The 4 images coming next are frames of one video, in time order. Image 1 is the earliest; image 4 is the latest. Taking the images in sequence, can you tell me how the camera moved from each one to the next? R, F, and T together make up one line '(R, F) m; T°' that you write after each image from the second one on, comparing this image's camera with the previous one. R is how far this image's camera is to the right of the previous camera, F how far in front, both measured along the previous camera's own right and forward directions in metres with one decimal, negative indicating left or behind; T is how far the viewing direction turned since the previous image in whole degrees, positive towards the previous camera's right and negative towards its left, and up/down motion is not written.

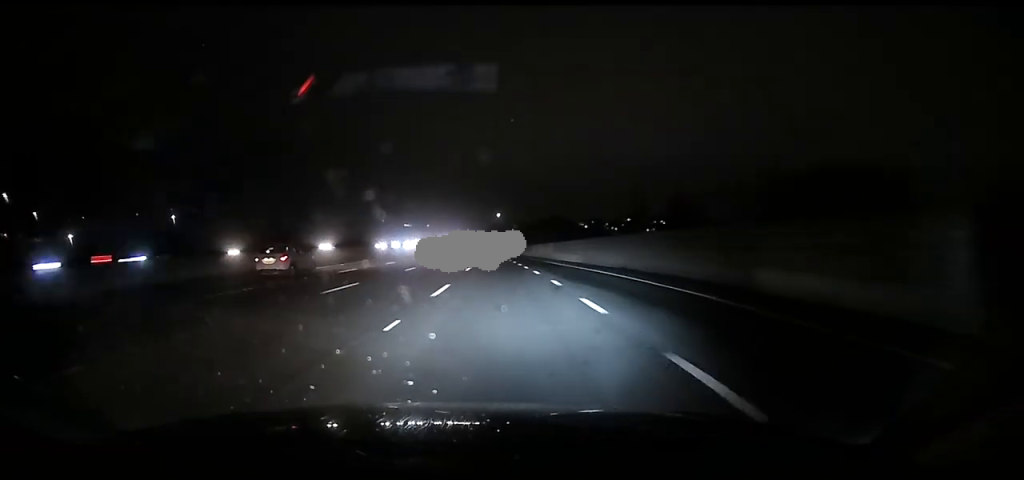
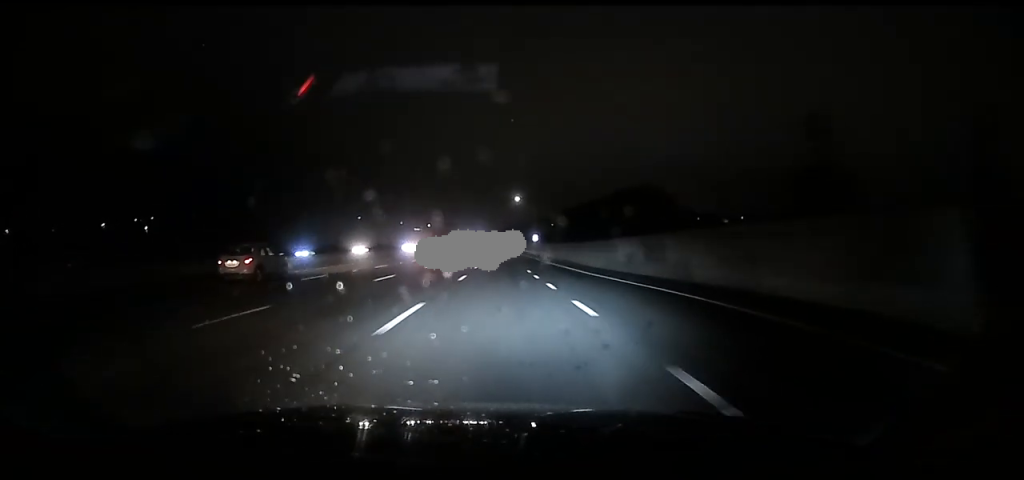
(-1.3, +66.6) m; -2°
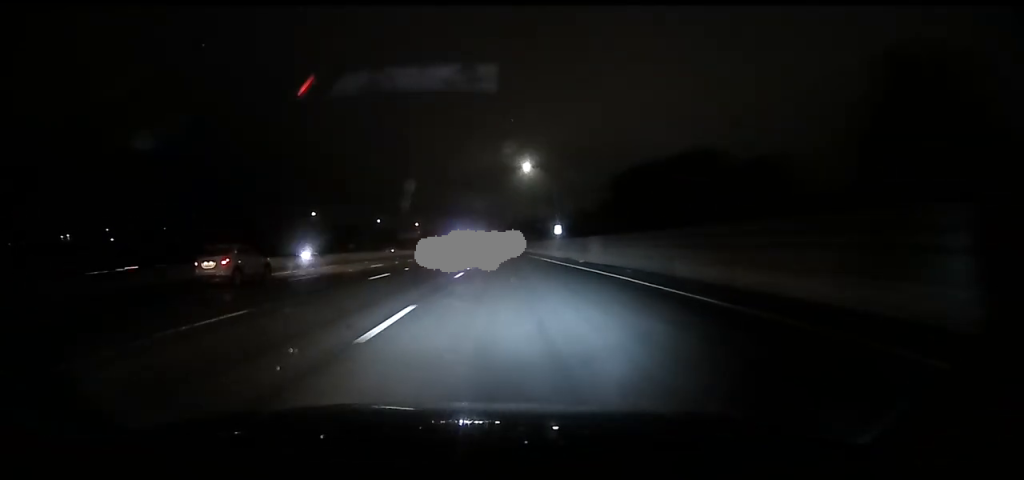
(-0.4, +44.6) m; 0°
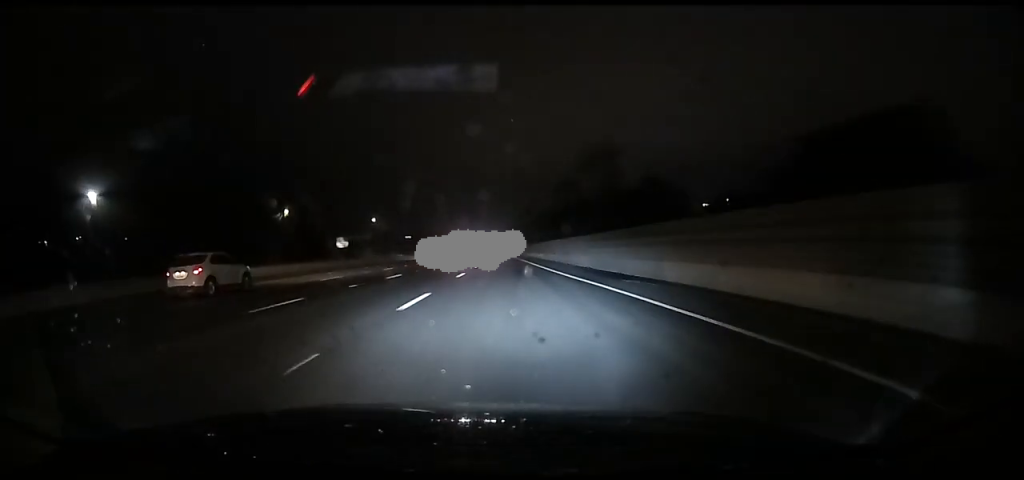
(+0.3, +82.6) m; 0°
